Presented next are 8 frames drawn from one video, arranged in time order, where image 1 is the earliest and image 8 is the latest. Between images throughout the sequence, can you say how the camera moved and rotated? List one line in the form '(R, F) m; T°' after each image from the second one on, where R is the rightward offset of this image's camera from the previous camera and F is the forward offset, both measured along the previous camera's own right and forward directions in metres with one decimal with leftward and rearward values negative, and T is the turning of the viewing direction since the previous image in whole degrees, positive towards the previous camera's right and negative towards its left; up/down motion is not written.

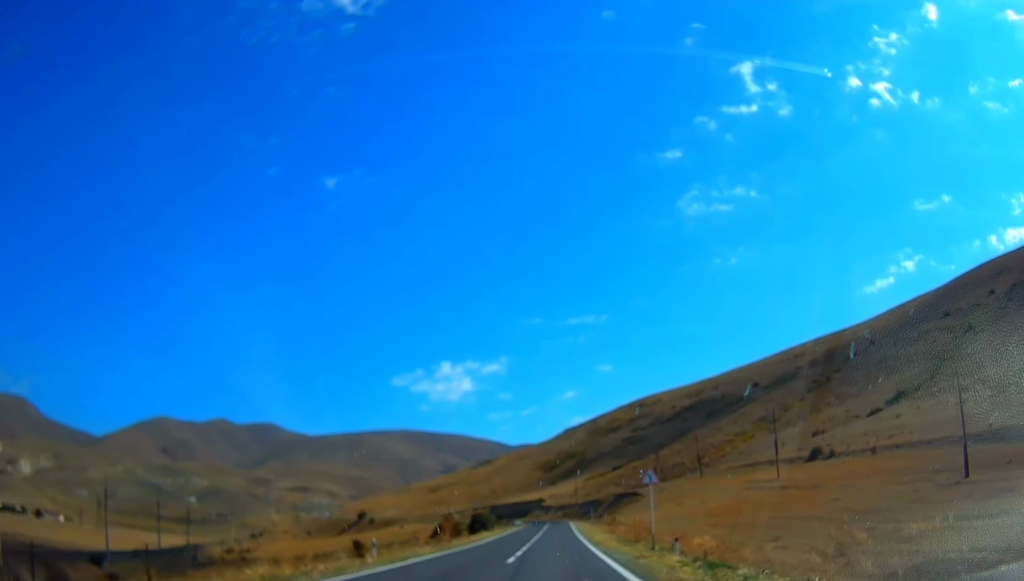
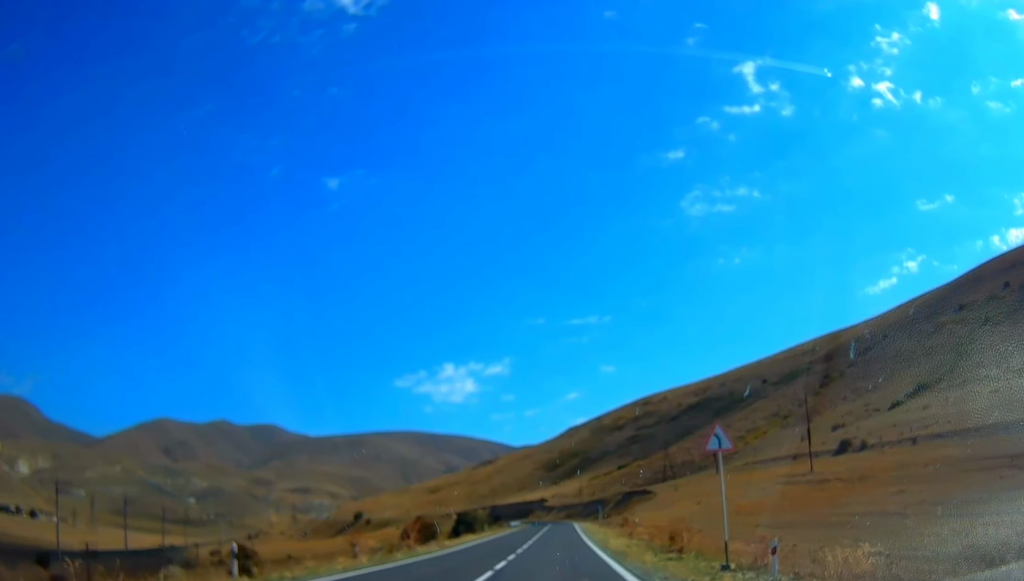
(+0.2, +12.5) m; -1°
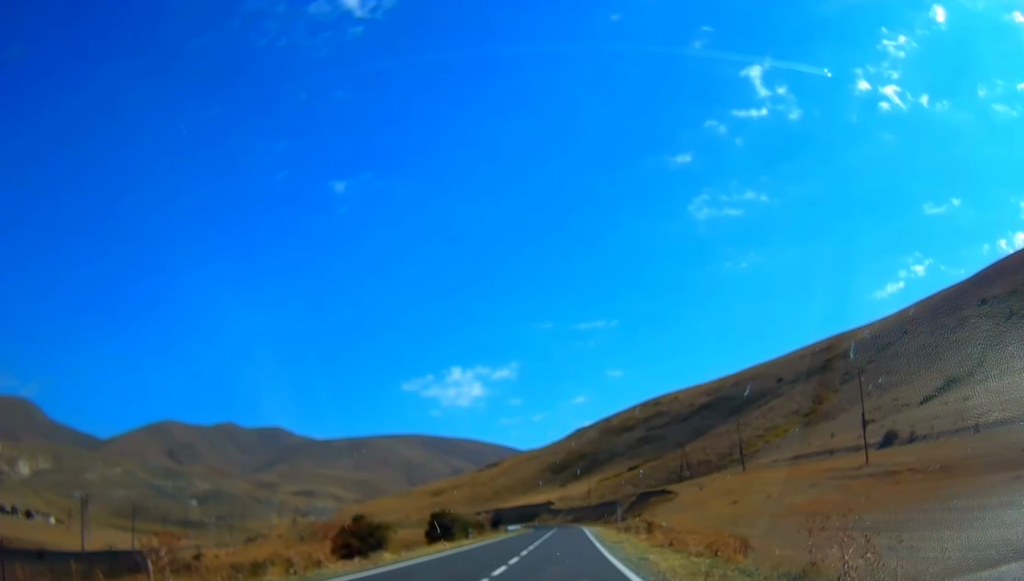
(-0.4, +14.8) m; 0°
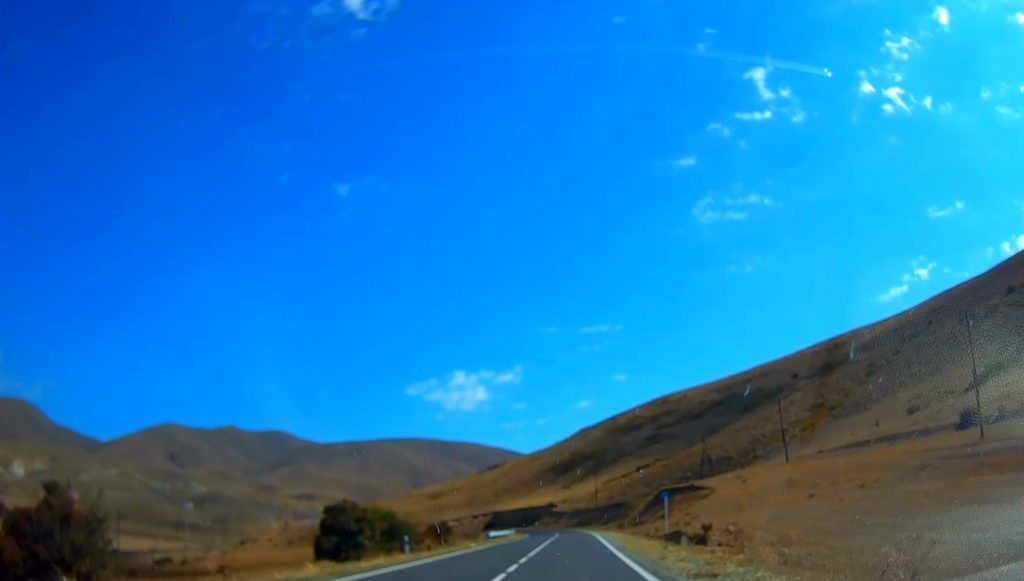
(0.0, +22.0) m; 0°
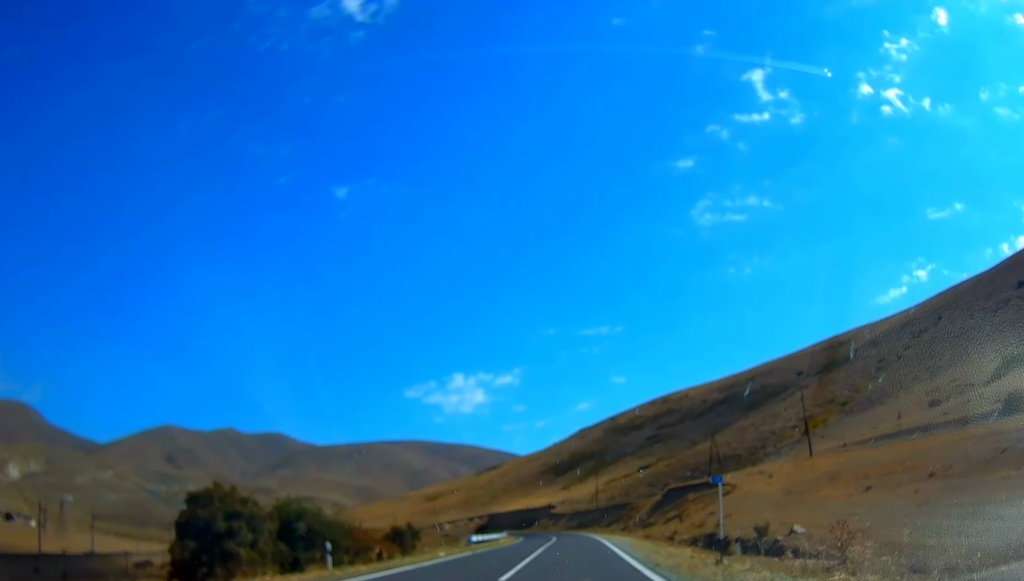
(+0.2, +9.7) m; 0°
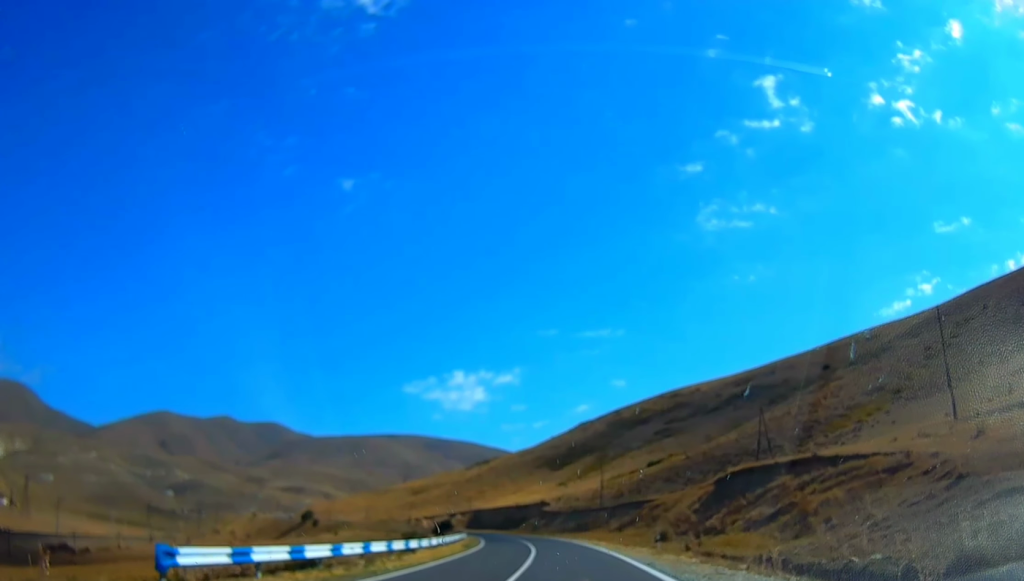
(-0.5, +35.2) m; 0°
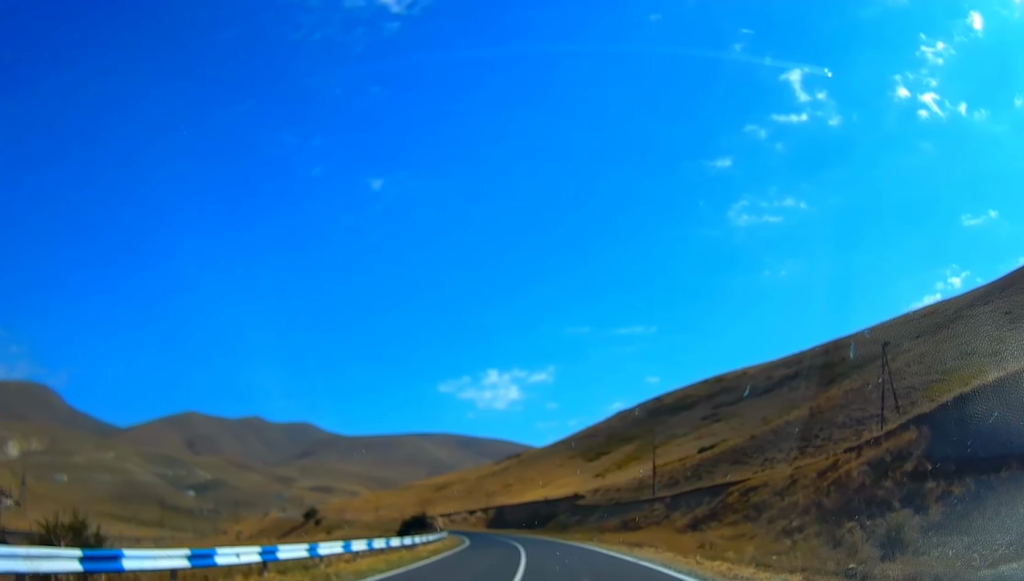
(+0.4, +32.6) m; -1°
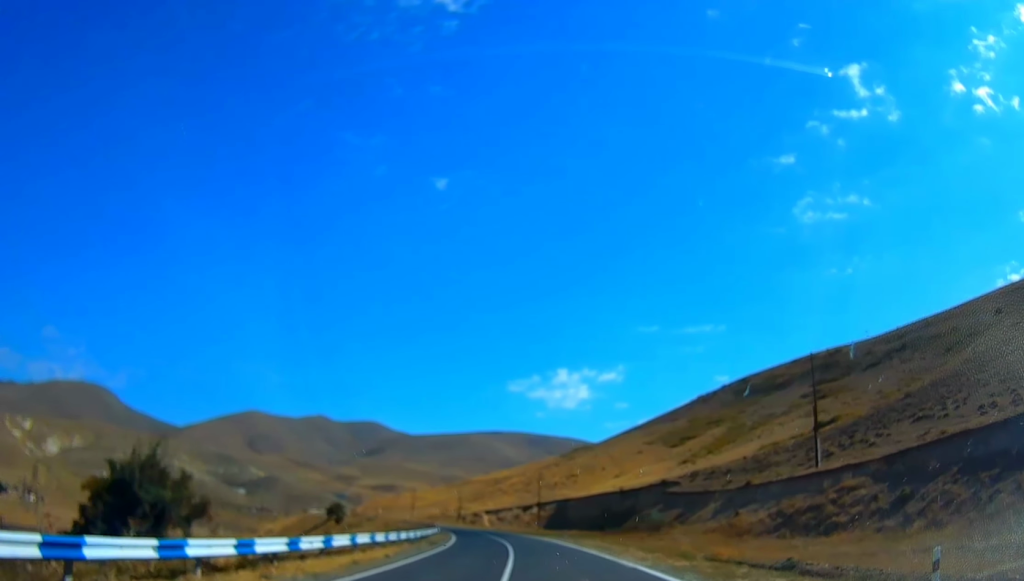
(-2.5, +43.1) m; -5°
